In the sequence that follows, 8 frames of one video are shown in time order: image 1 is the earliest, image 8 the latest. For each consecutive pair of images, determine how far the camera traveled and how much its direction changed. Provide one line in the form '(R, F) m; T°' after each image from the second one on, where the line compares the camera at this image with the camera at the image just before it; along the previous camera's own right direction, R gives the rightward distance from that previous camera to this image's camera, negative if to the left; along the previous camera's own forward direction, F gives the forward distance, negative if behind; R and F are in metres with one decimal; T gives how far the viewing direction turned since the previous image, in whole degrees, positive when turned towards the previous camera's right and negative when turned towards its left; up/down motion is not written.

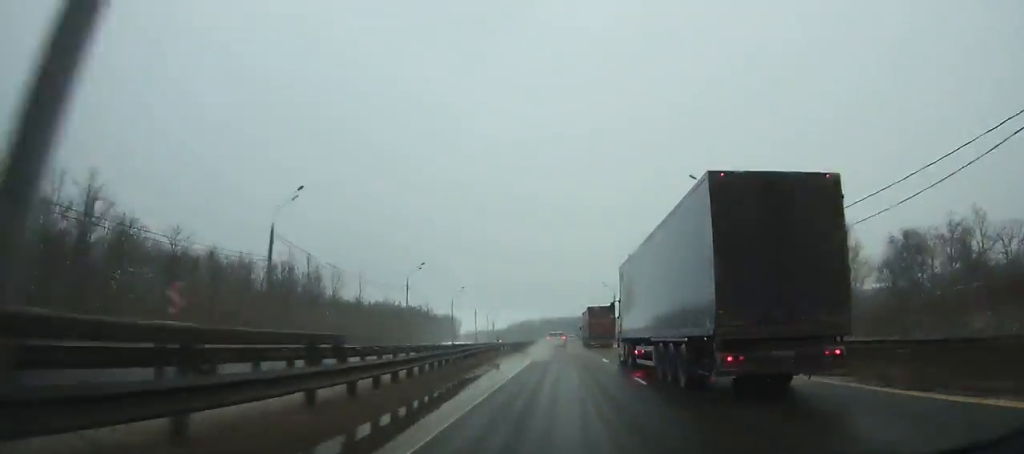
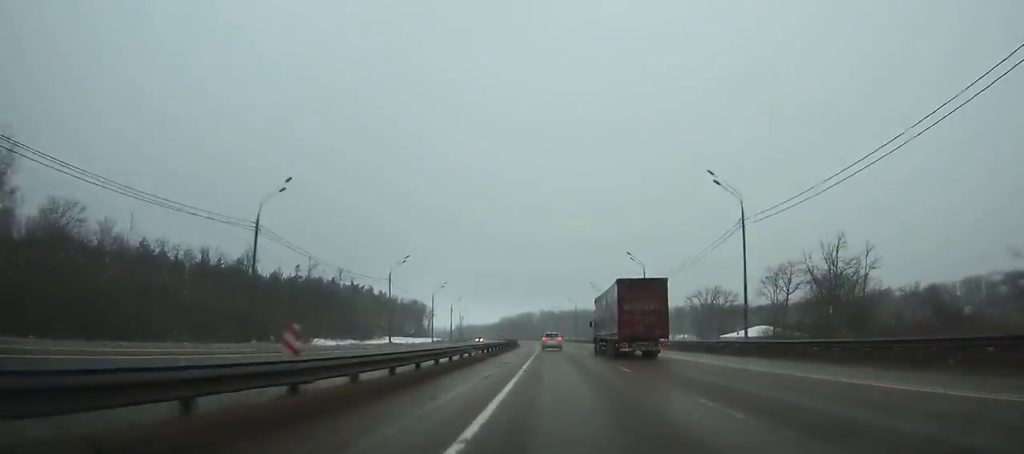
(+0.5, +116.7) m; -1°
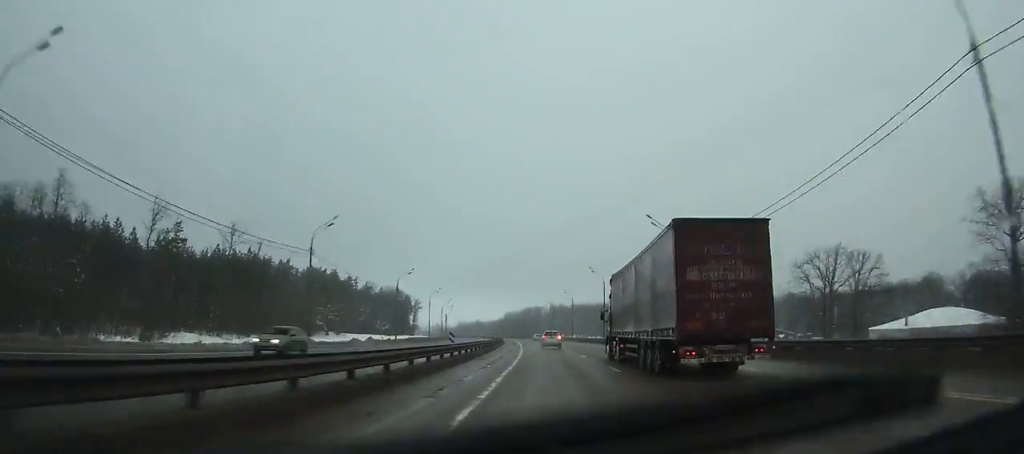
(-0.7, +59.9) m; -2°
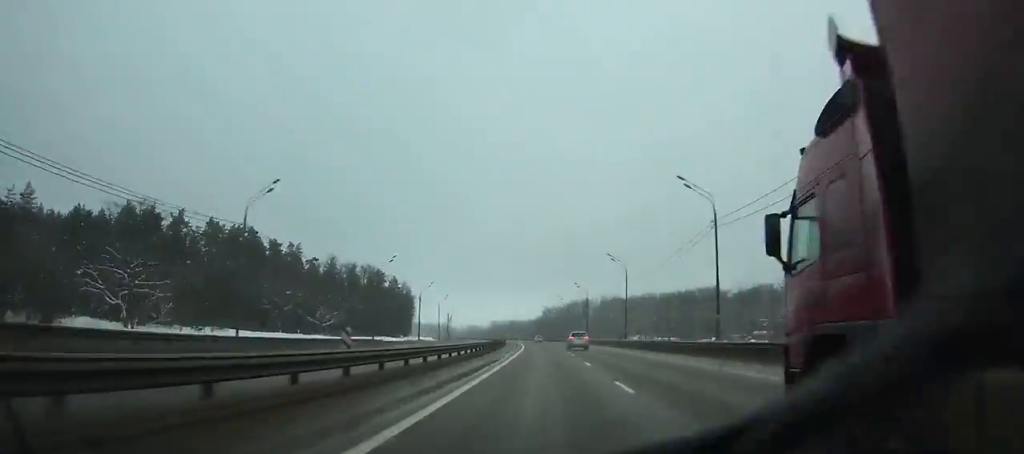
(-2.6, +94.9) m; -3°
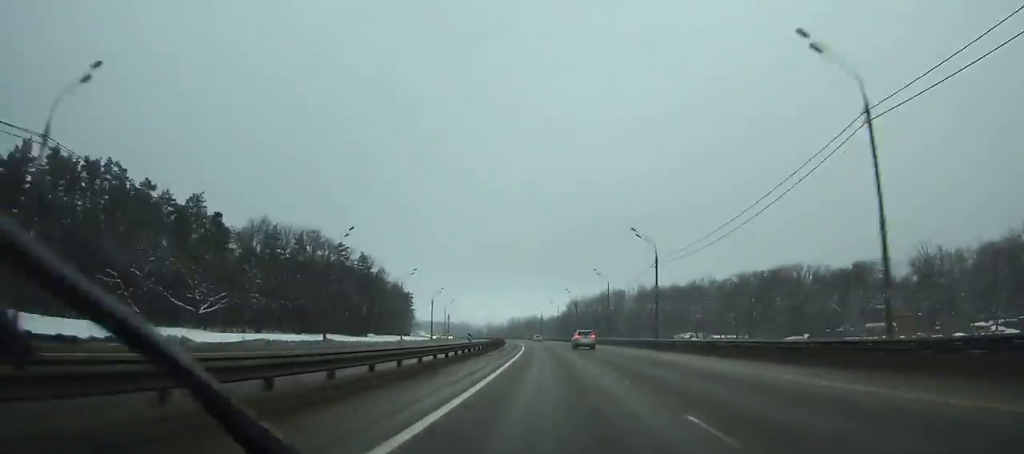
(-0.6, +56.0) m; -2°
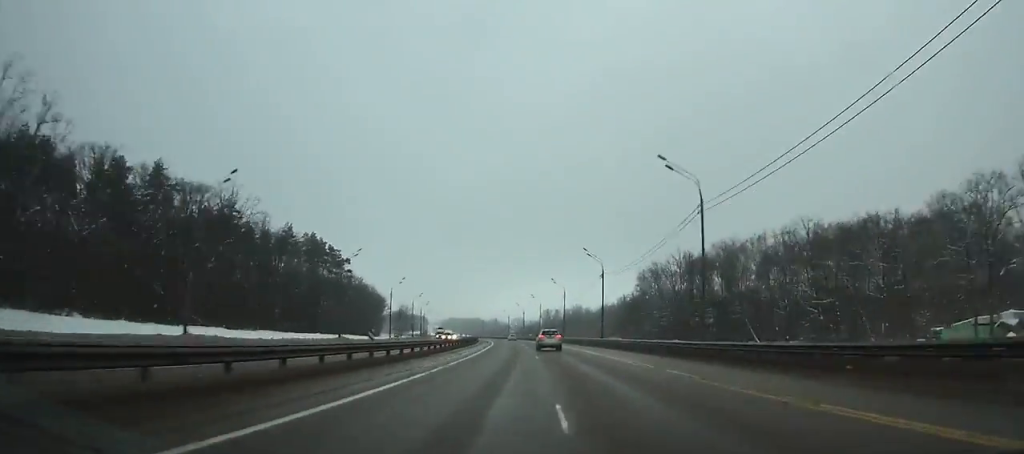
(-5.8, +130.2) m; -5°
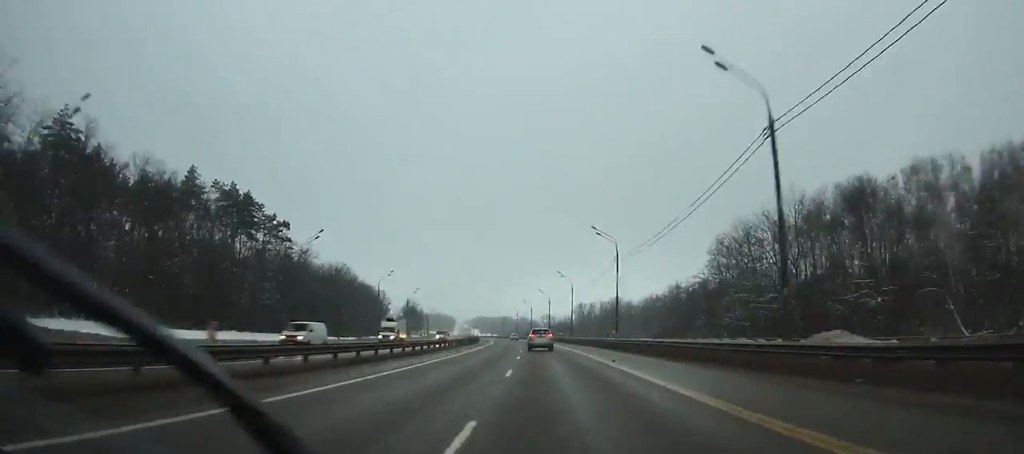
(+0.1, +51.2) m; -2°
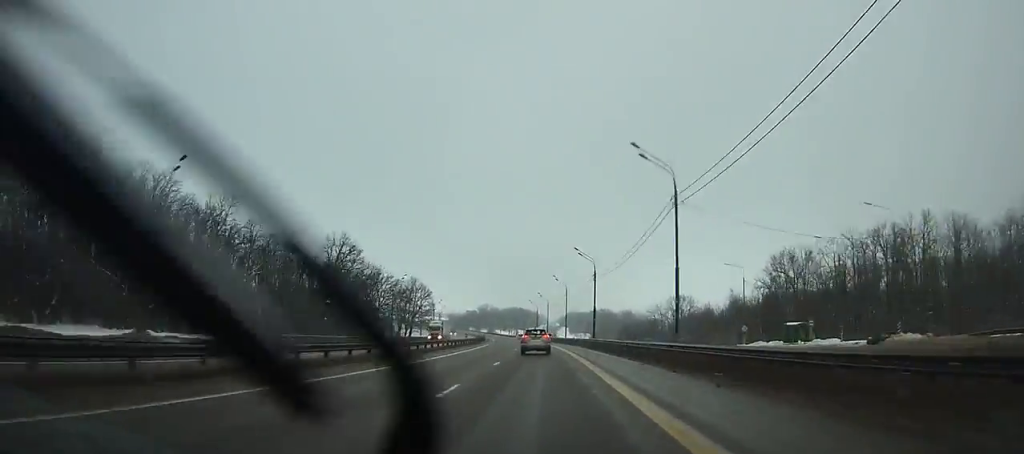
(-14.6, +174.0) m; -9°
